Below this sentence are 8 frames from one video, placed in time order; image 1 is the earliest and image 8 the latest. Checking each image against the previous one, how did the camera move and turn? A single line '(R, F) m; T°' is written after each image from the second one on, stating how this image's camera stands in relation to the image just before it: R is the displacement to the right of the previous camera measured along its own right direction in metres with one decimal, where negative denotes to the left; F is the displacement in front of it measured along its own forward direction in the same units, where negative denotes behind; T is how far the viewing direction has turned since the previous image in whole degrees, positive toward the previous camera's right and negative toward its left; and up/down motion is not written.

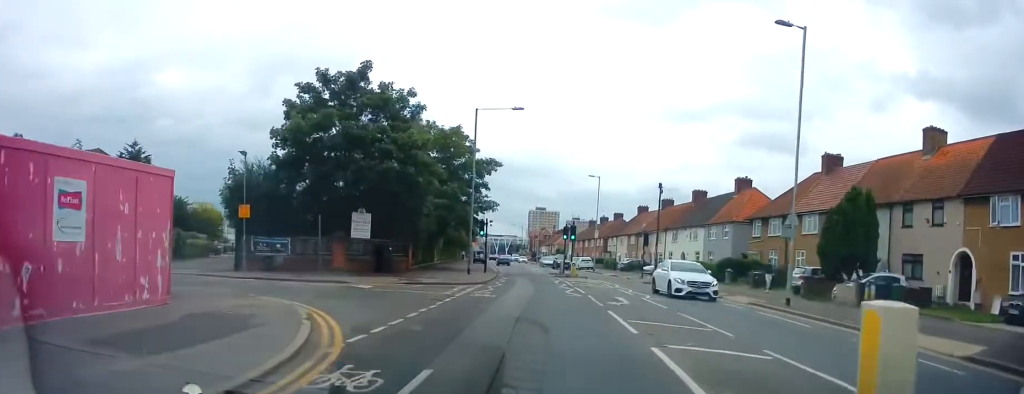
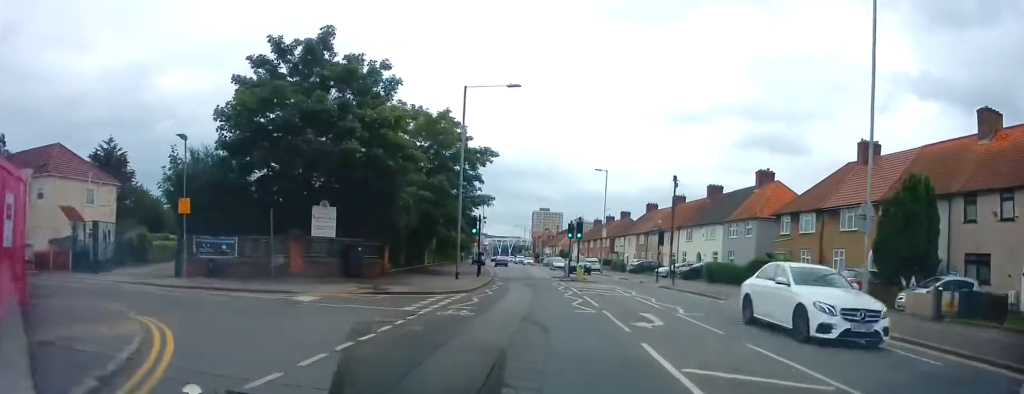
(0.0, +5.3) m; 0°
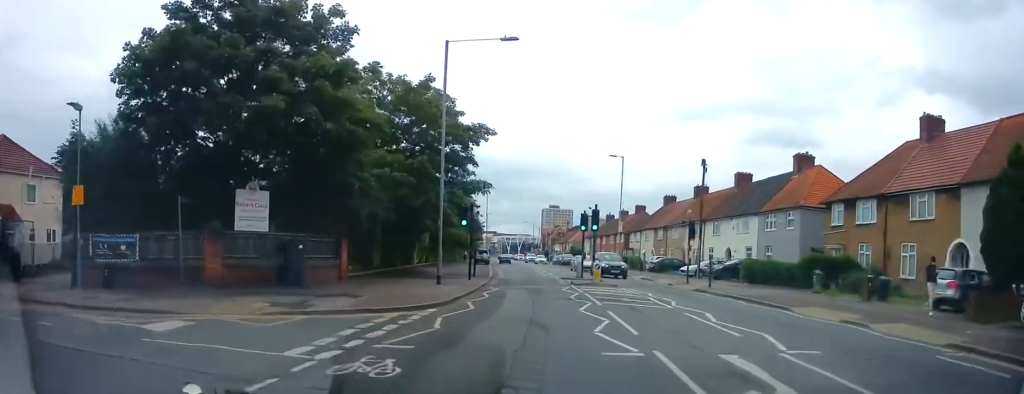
(0.0, +6.8) m; -2°
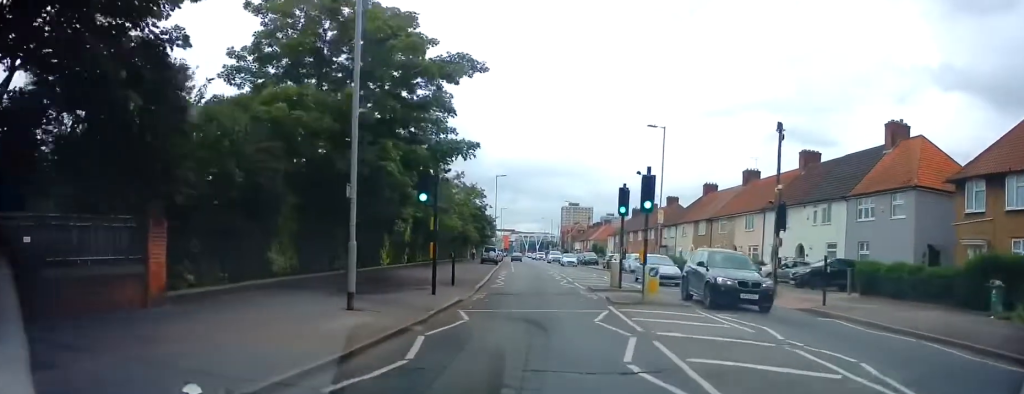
(-0.6, +11.5) m; -1°
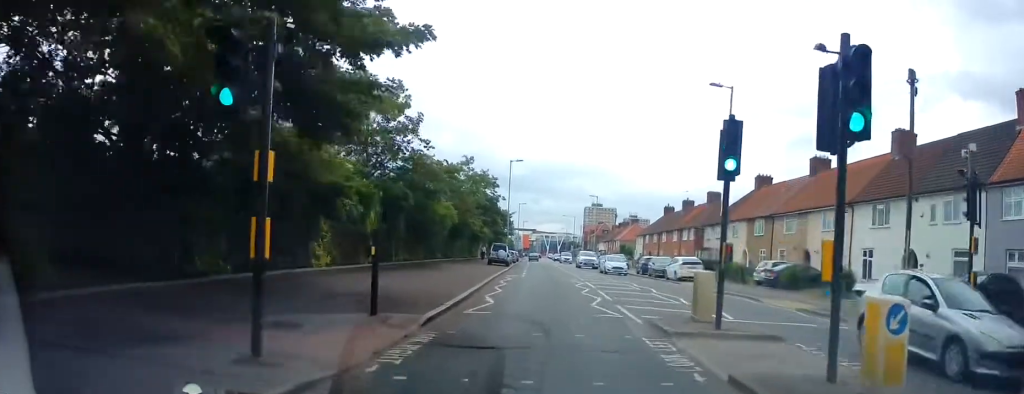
(+0.4, +10.6) m; -1°
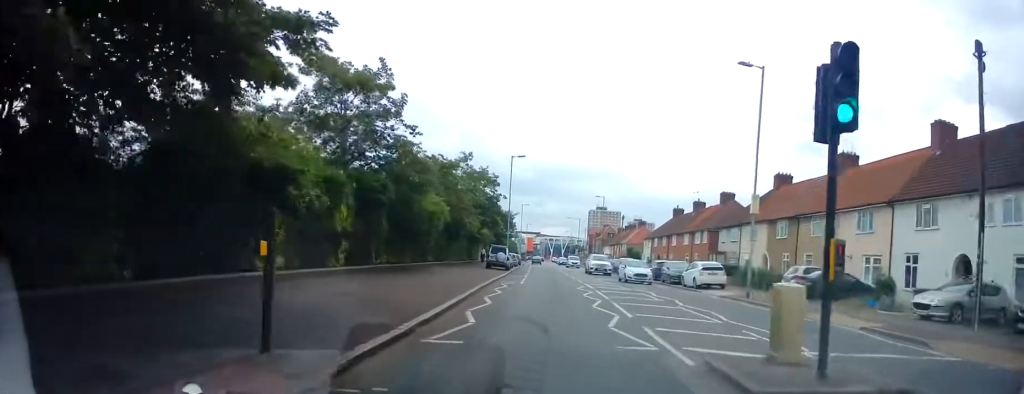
(-0.2, +4.0) m; -1°
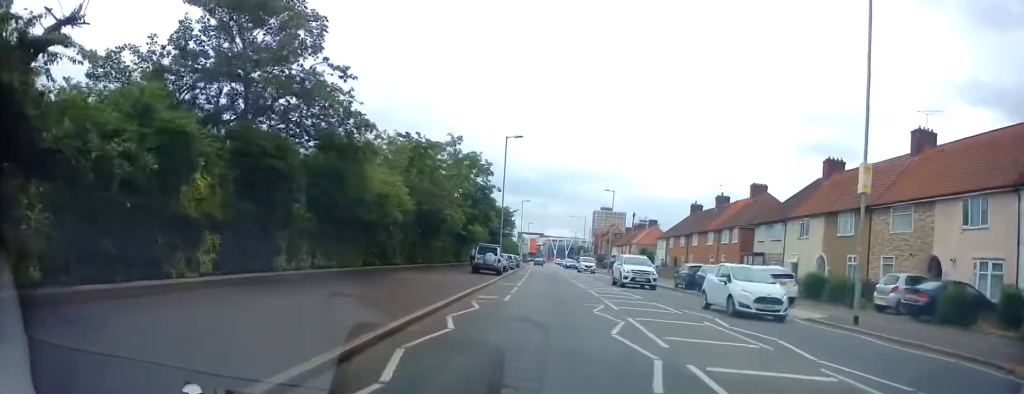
(-0.2, +9.4) m; +1°
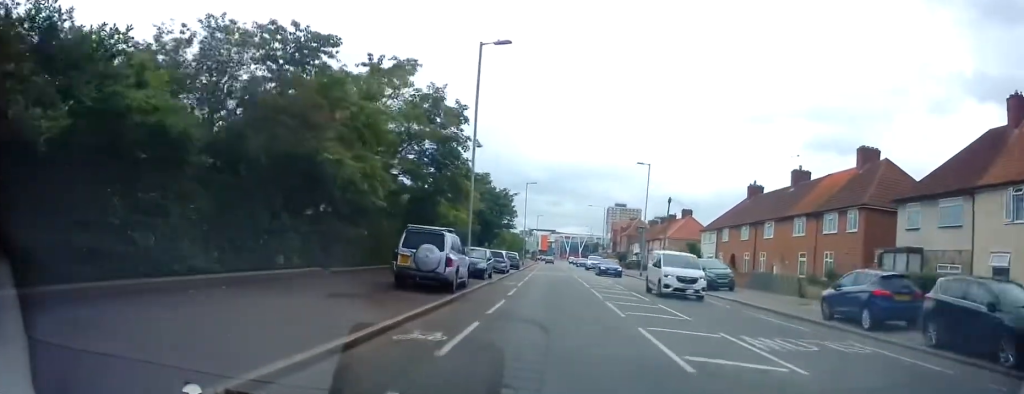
(+0.4, +19.1) m; -1°
